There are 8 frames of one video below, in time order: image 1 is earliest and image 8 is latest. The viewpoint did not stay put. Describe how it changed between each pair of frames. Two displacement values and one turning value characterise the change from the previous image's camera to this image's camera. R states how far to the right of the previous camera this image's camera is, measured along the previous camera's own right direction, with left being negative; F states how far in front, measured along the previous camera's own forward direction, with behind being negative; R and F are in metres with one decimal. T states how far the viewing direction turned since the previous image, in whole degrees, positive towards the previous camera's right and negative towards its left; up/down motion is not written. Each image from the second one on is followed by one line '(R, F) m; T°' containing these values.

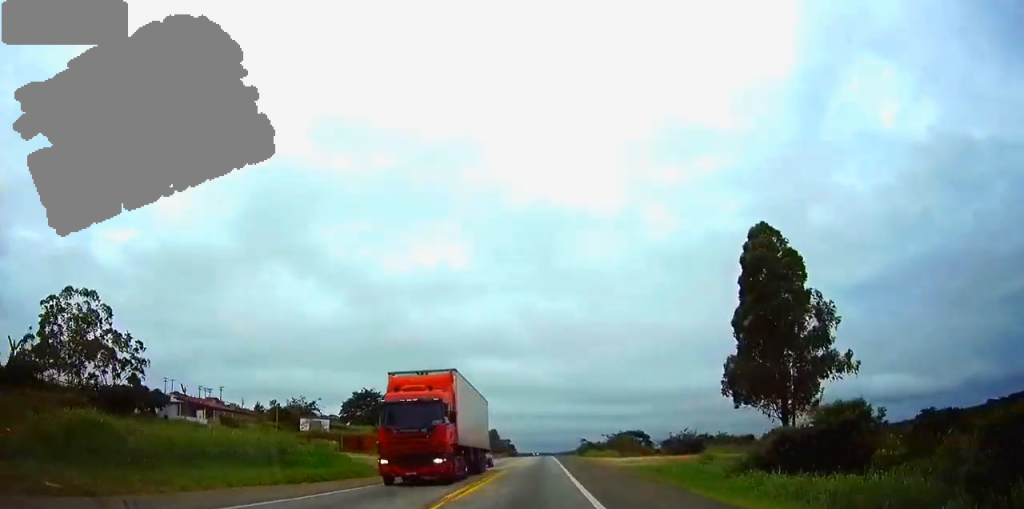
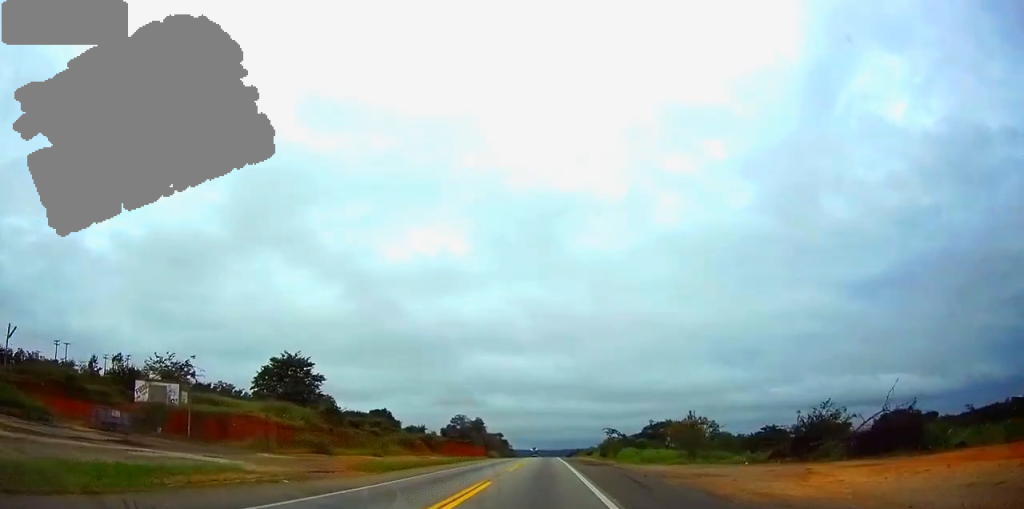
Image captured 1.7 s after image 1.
(-0.4, +61.2) m; 0°
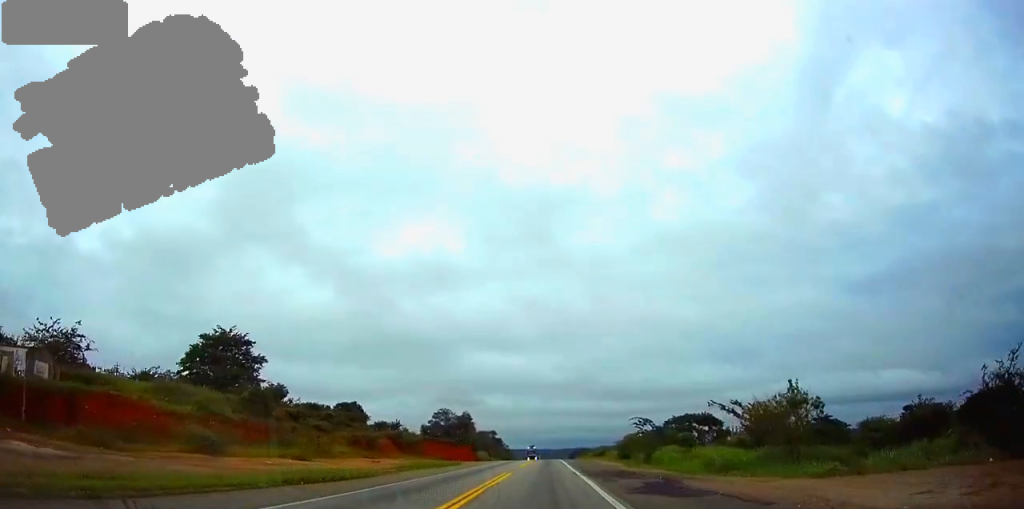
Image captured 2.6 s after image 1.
(0.0, +29.0) m; 0°
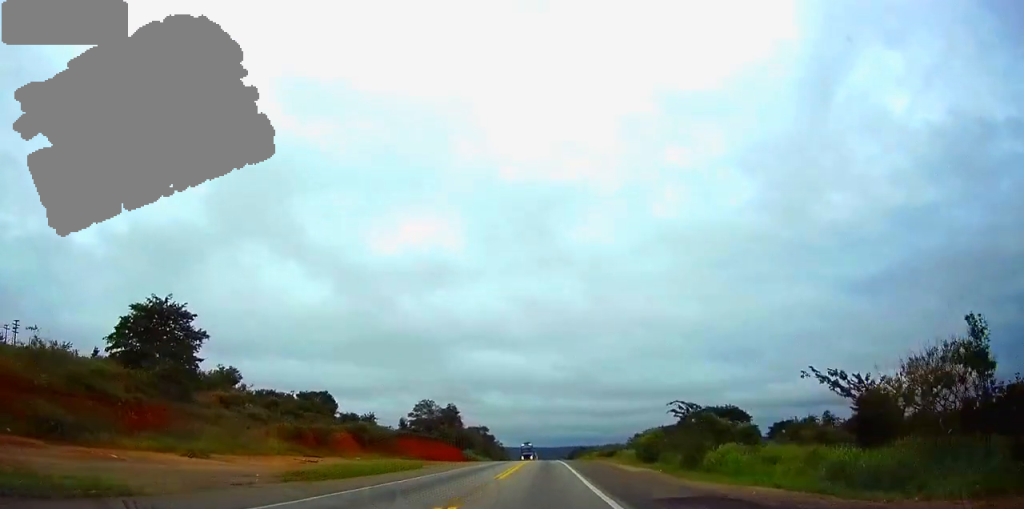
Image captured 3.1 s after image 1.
(+0.1, +19.7) m; 0°
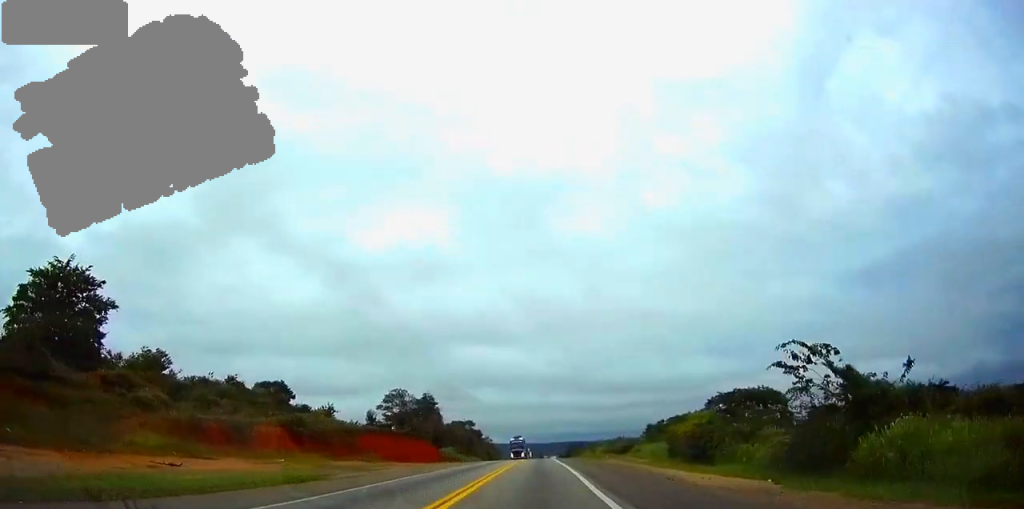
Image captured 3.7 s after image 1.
(+0.1, +20.7) m; 0°
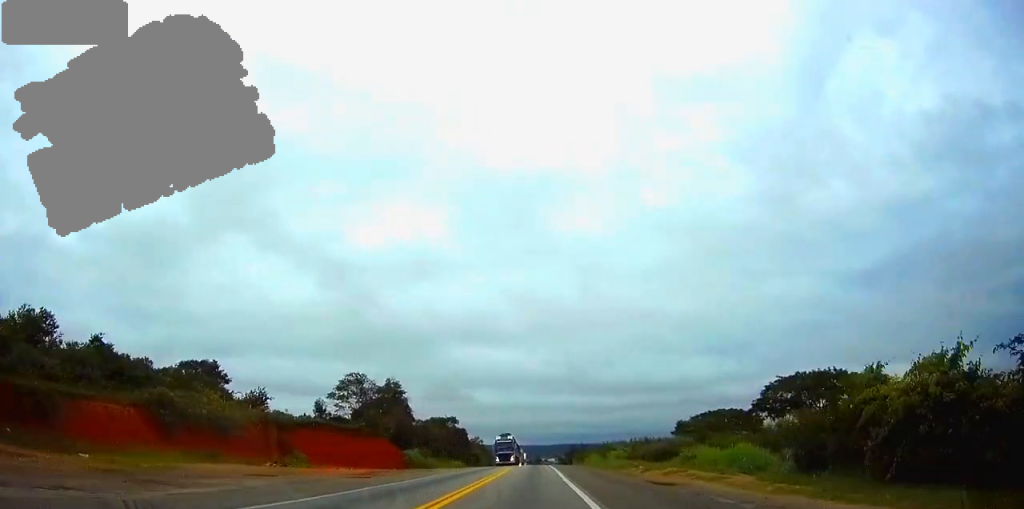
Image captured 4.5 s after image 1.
(0.0, +25.1) m; 0°
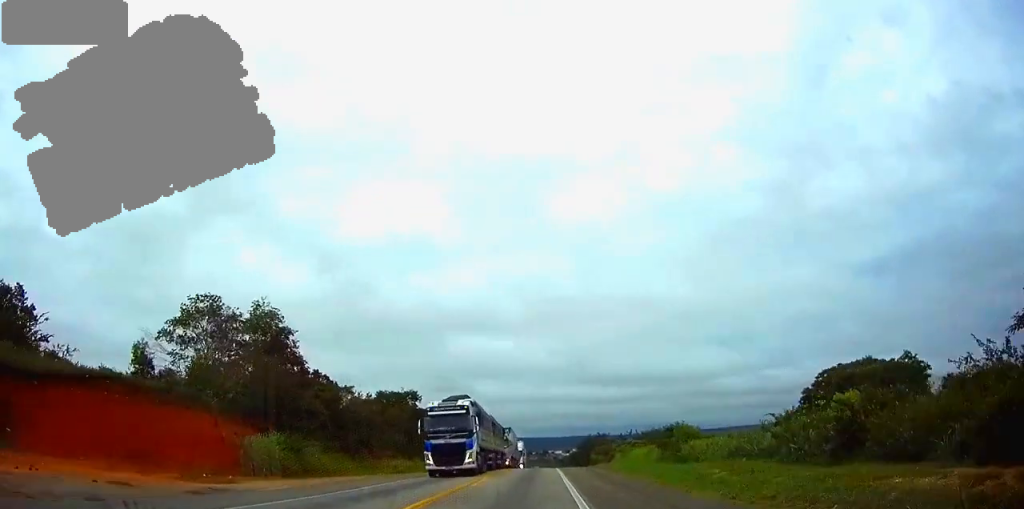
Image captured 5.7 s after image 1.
(-0.2, +42.8) m; 0°
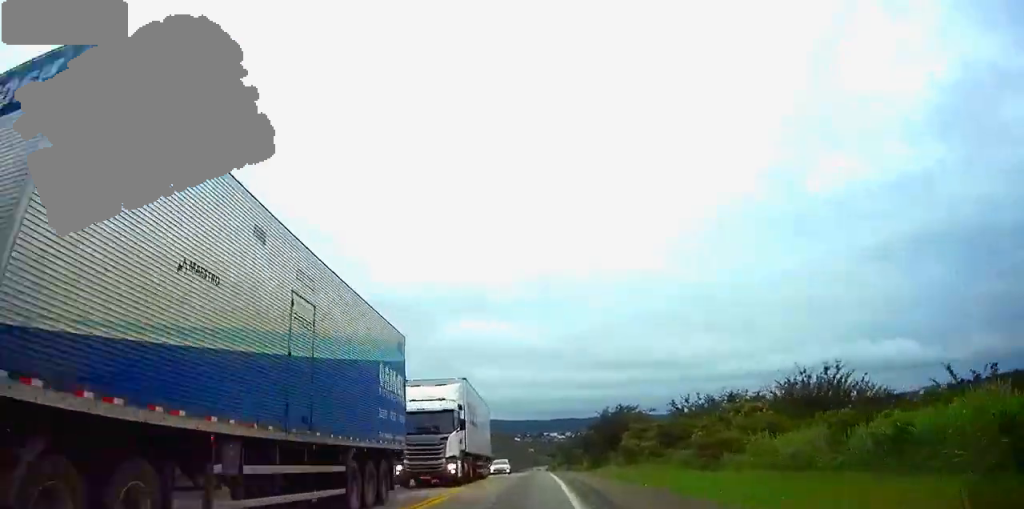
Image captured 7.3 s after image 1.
(+0.1, +52.8) m; 0°
